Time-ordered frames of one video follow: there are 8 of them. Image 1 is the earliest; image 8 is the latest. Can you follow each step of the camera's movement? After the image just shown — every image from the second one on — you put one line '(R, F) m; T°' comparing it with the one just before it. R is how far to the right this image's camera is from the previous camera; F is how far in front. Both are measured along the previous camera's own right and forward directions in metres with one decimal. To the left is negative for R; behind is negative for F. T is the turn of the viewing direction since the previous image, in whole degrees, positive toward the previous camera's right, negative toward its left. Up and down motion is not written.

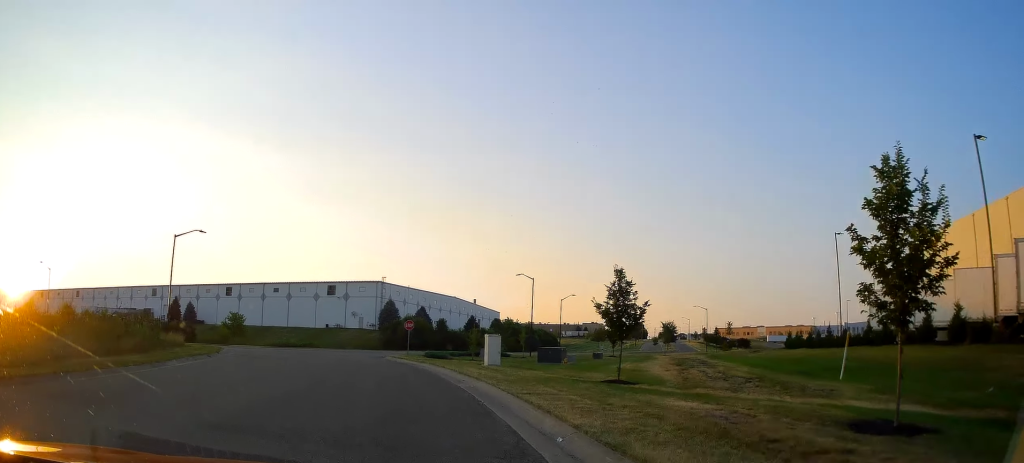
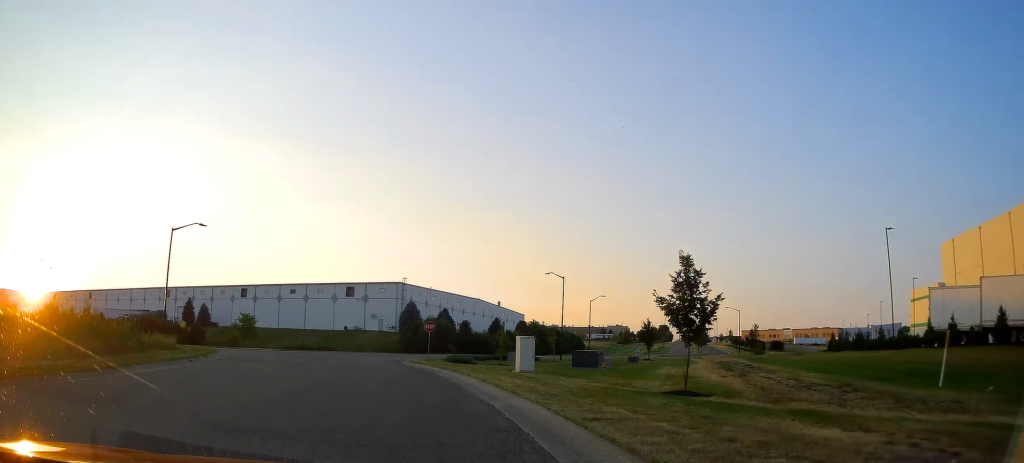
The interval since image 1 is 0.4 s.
(+0.1, +4.5) m; -1°
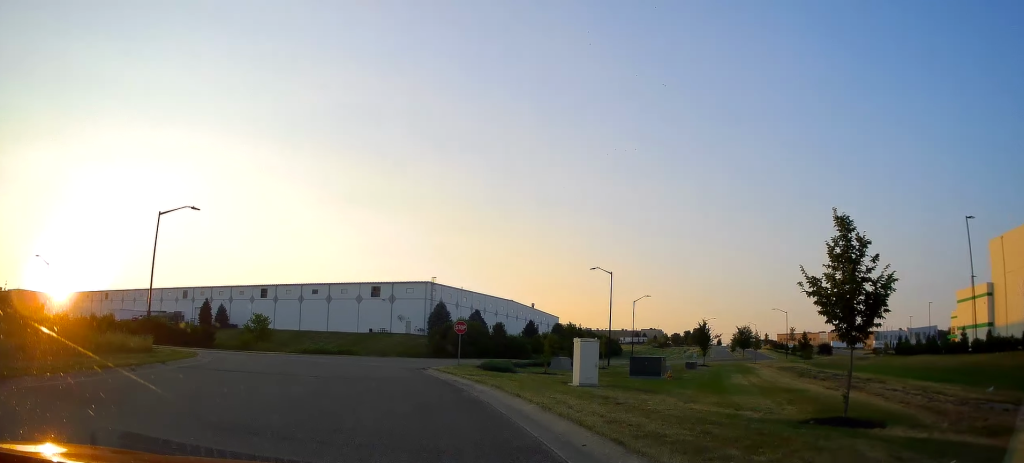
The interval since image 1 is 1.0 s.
(-0.3, +6.6) m; -5°
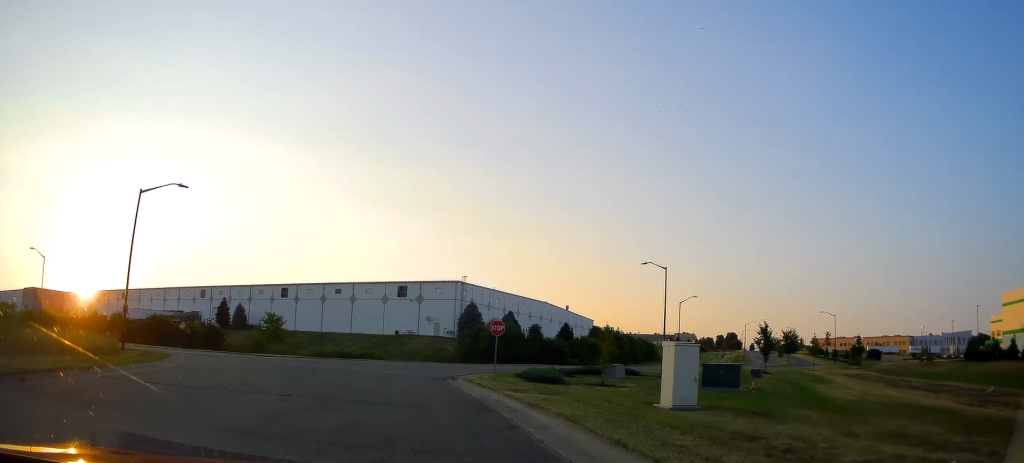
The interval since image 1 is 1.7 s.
(-0.2, +6.2) m; -3°
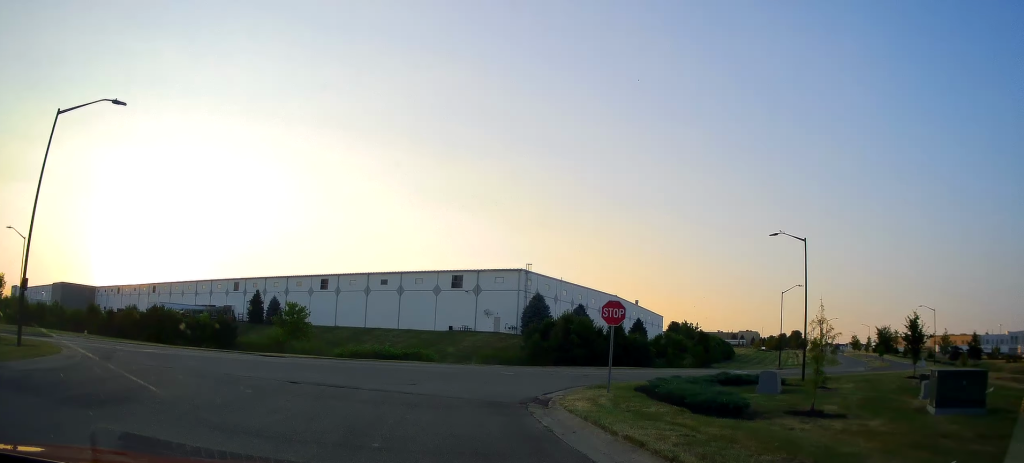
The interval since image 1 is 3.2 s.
(-0.2, +12.6) m; +1°
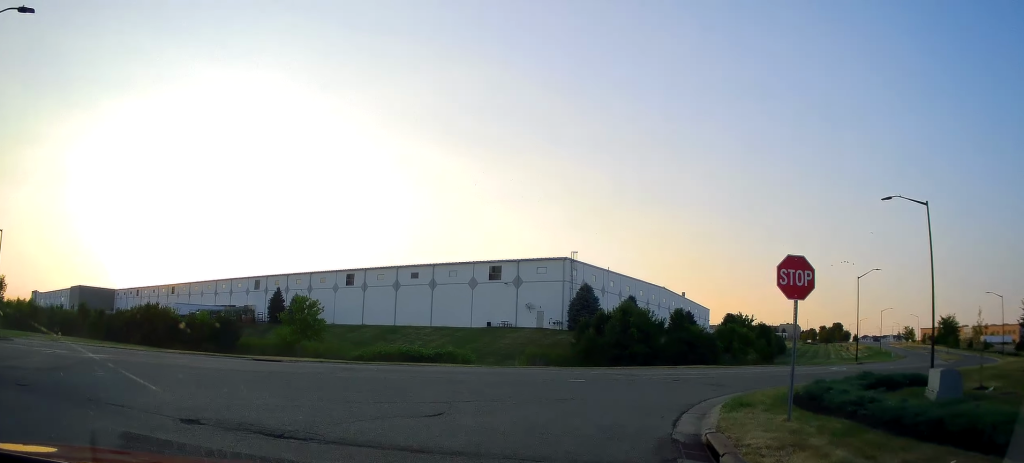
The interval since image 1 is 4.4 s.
(-0.1, +8.8) m; -5°
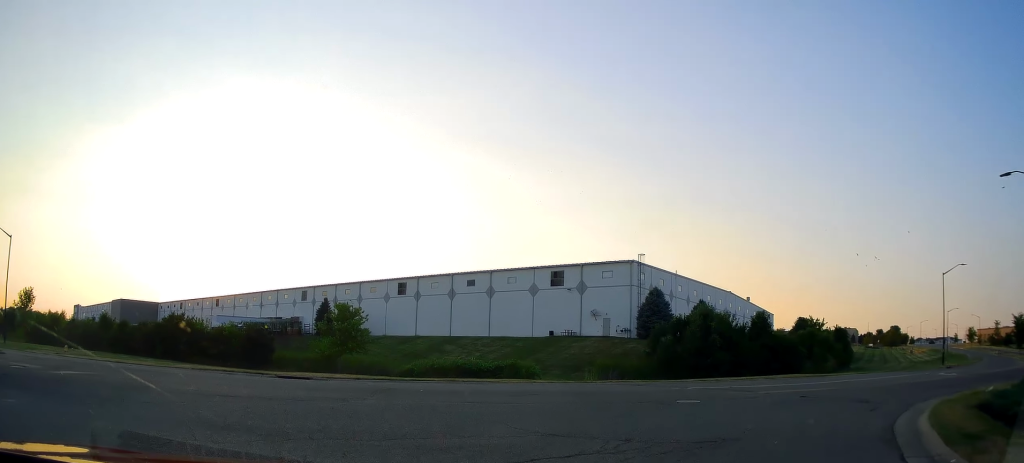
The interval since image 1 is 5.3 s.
(-0.3, +5.4) m; -4°
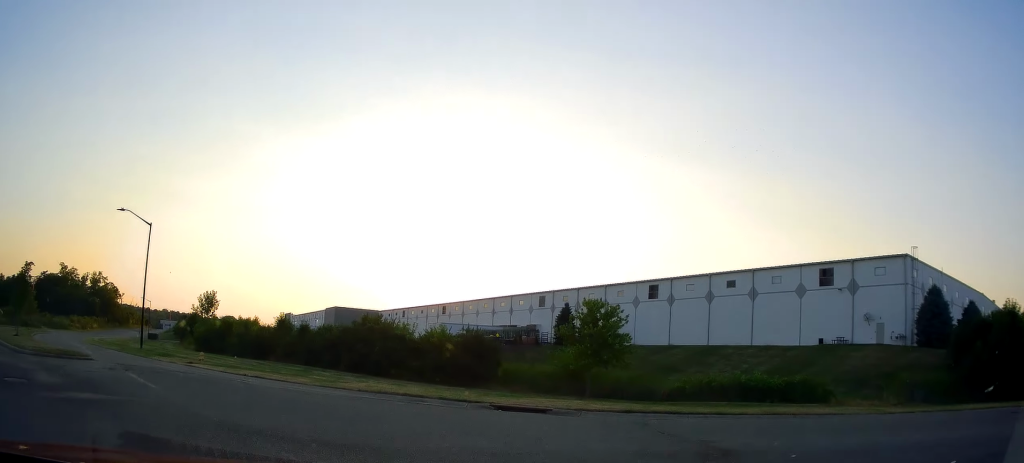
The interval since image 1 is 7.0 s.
(-1.6, +9.6) m; -25°
